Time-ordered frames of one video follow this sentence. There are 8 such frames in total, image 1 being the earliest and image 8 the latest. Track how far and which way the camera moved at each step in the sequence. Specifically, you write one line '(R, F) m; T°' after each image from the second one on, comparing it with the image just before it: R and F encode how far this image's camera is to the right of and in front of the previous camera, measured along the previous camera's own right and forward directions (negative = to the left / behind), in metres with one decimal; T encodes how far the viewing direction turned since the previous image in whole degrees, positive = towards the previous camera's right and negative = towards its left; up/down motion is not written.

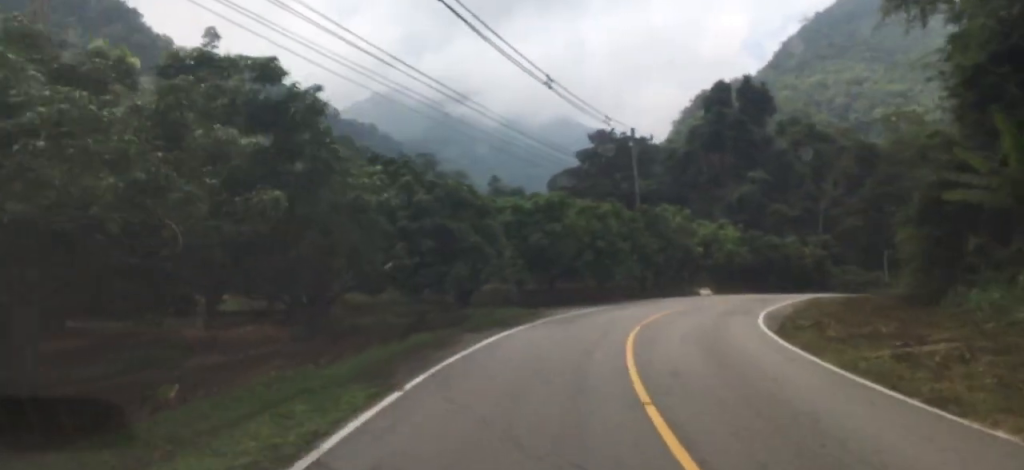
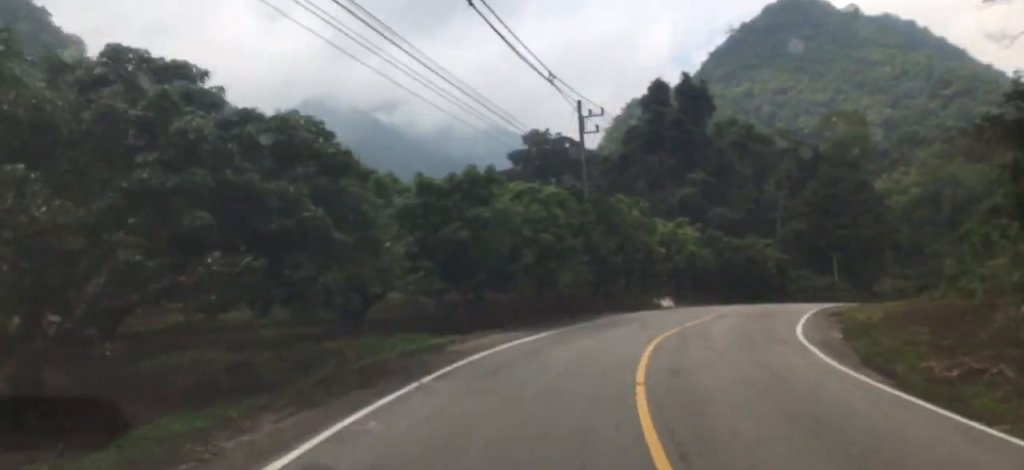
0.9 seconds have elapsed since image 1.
(-0.1, +10.3) m; 0°
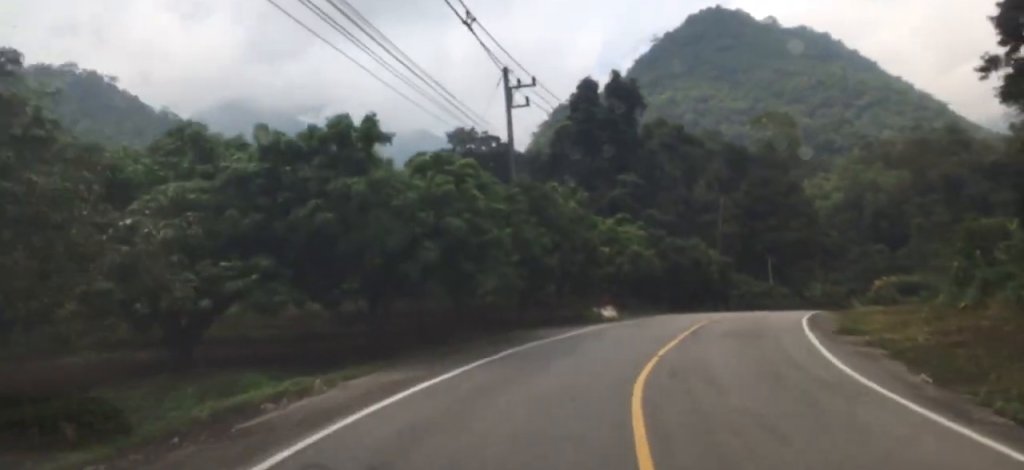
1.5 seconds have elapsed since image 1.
(-0.1, +7.7) m; +4°
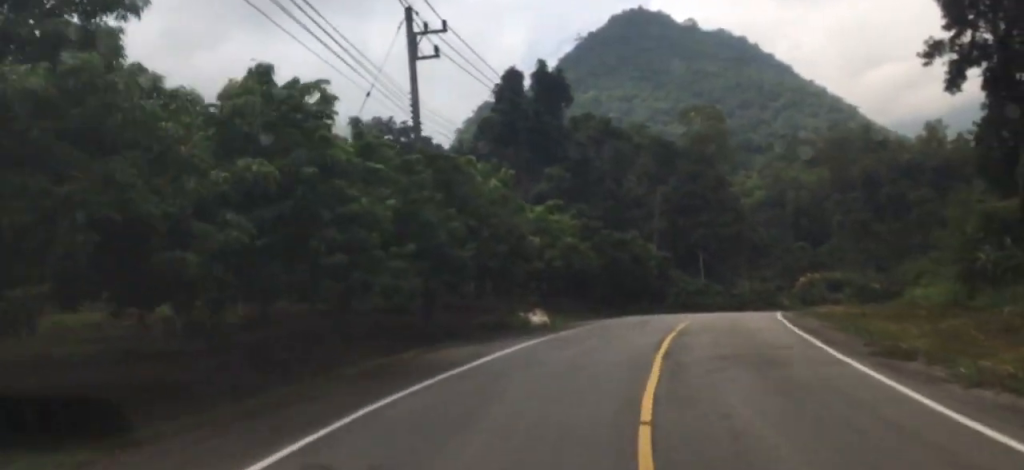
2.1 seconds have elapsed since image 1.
(-0.1, +7.5) m; +11°
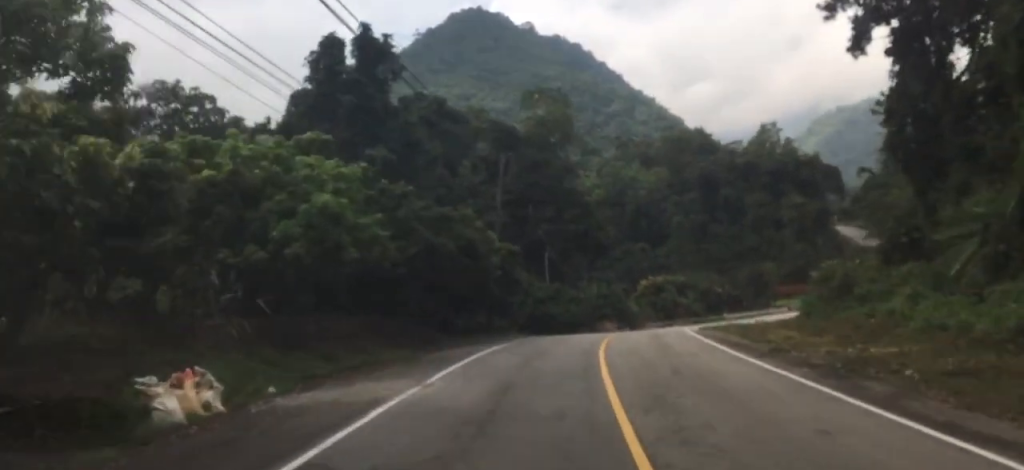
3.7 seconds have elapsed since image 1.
(+4.5, +18.0) m; +15°
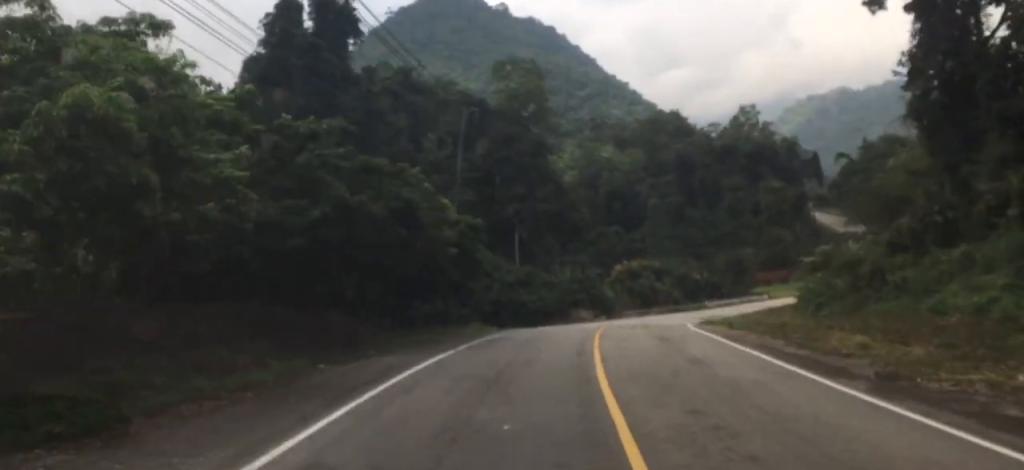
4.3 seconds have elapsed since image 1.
(-0.3, +7.4) m; -2°
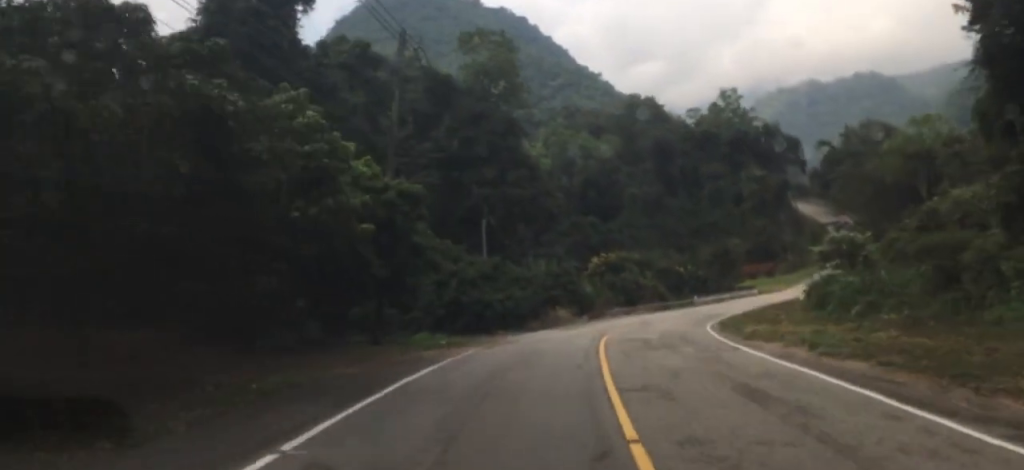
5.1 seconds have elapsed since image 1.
(+0.1, +10.2) m; +1°
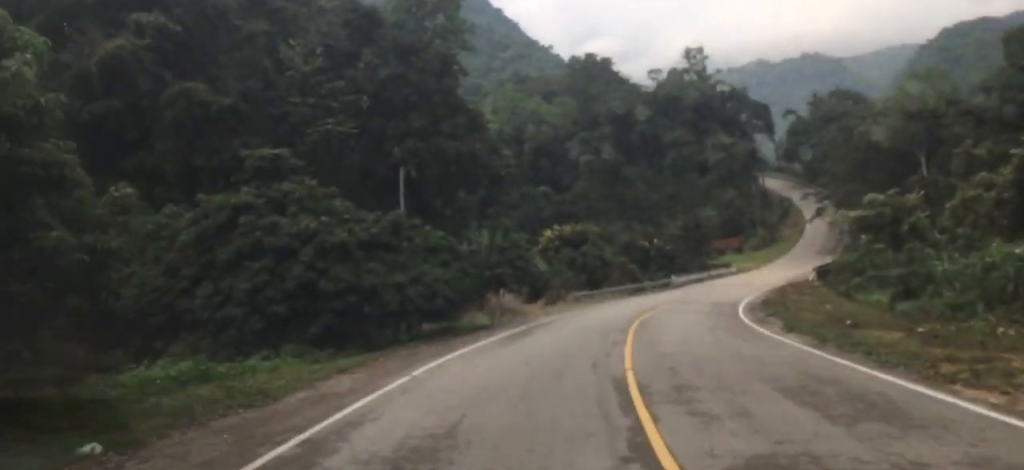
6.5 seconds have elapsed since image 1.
(+0.7, +18.2) m; +7°
